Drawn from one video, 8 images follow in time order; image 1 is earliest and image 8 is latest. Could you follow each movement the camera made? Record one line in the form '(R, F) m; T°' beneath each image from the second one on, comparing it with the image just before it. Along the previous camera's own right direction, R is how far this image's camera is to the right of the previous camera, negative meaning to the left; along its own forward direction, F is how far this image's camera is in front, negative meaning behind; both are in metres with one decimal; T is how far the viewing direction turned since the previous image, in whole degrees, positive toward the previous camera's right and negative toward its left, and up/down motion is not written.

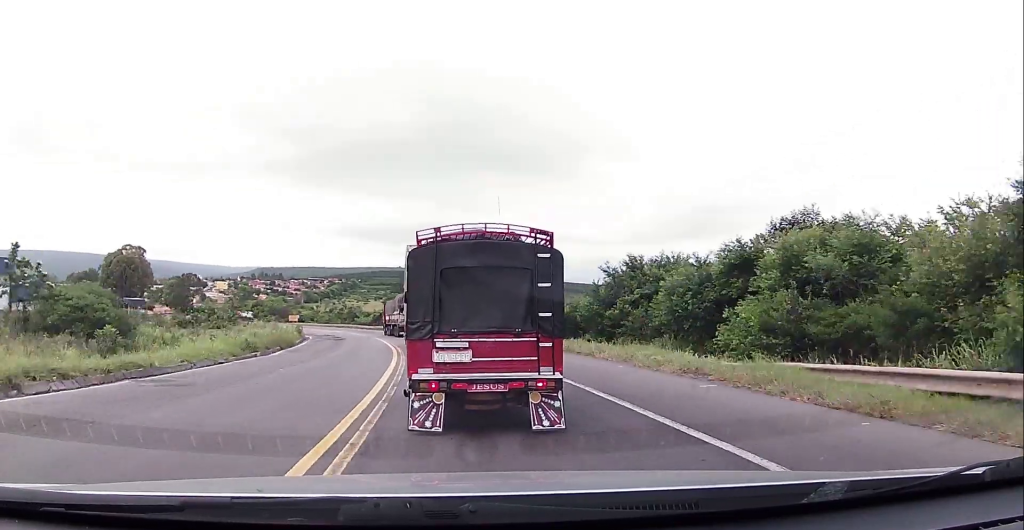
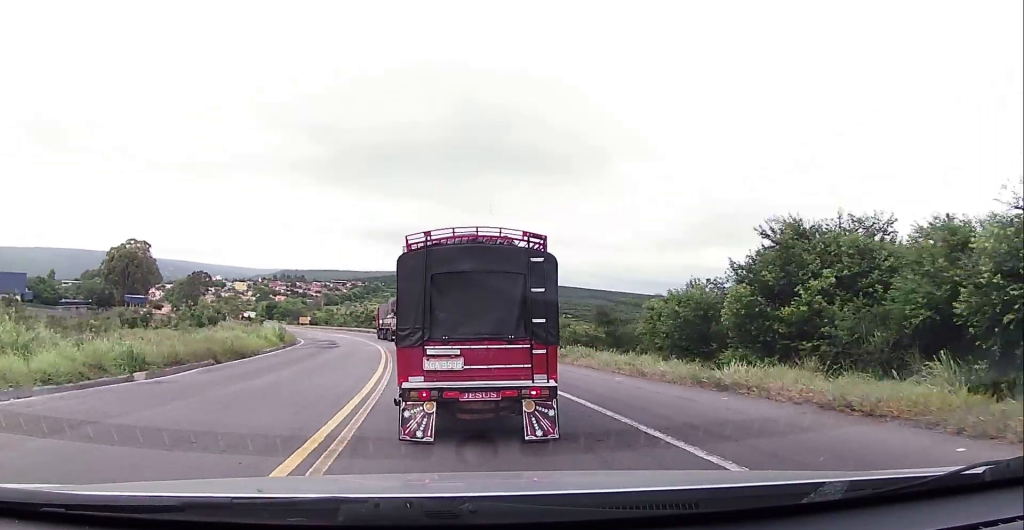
(0.0, +16.8) m; 0°
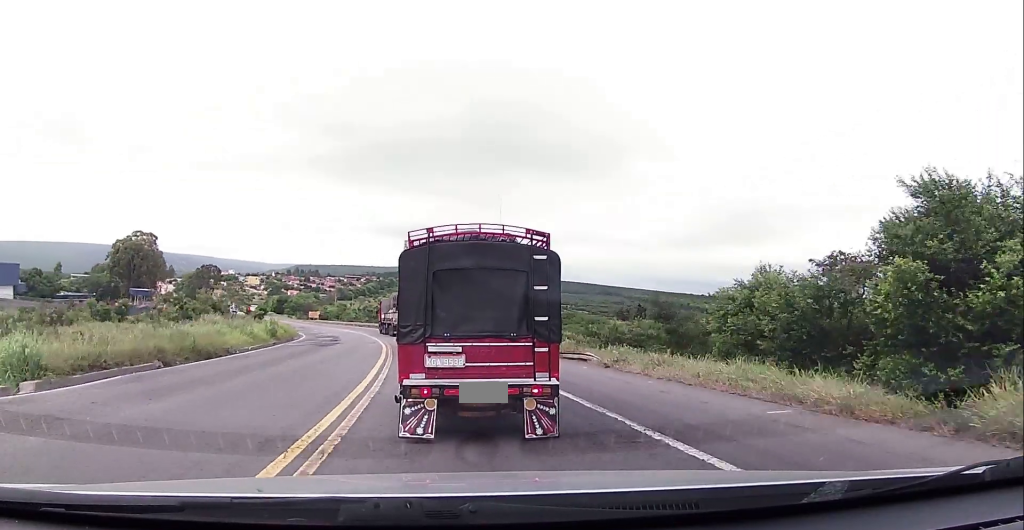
(+0.1, +6.9) m; -1°
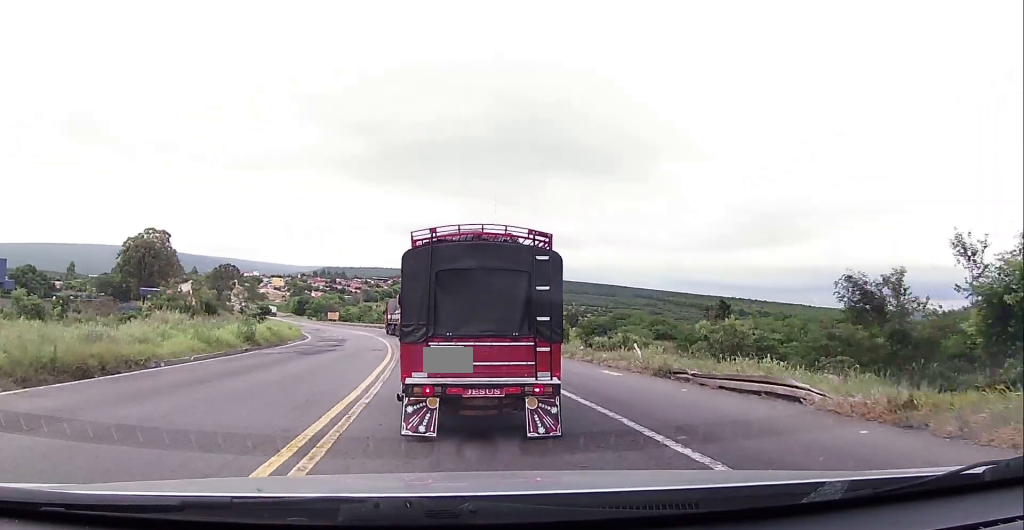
(-0.3, +11.9) m; -2°
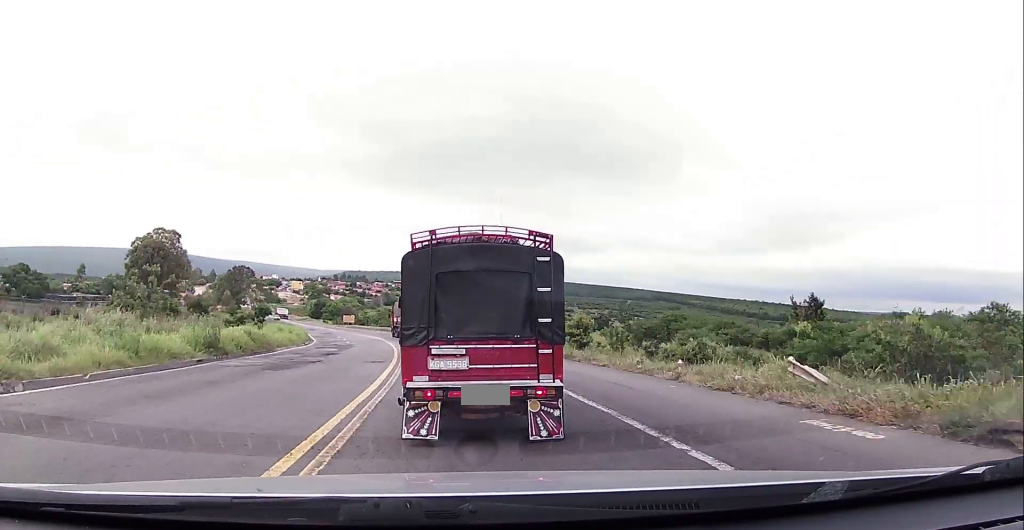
(-0.2, +9.2) m; -2°
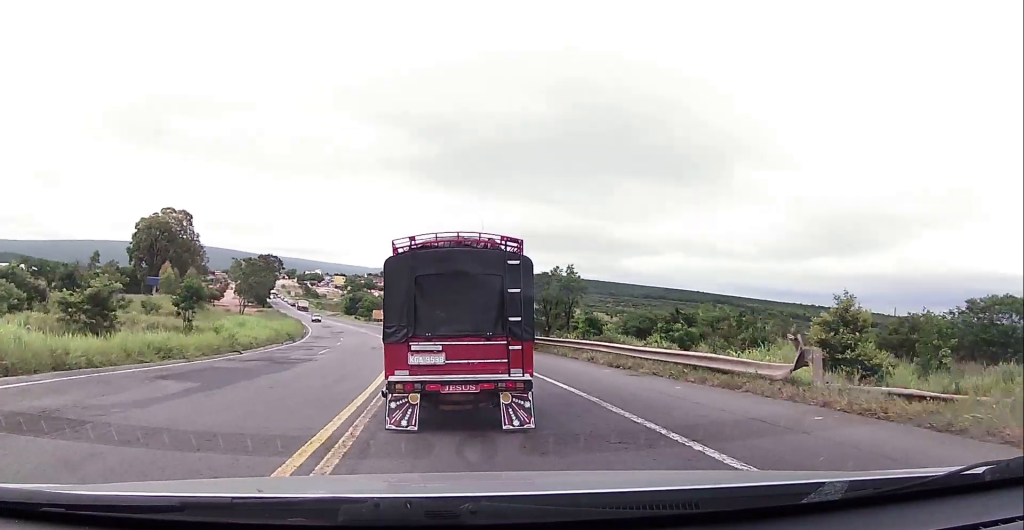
(-2.1, +30.3) m; -6°
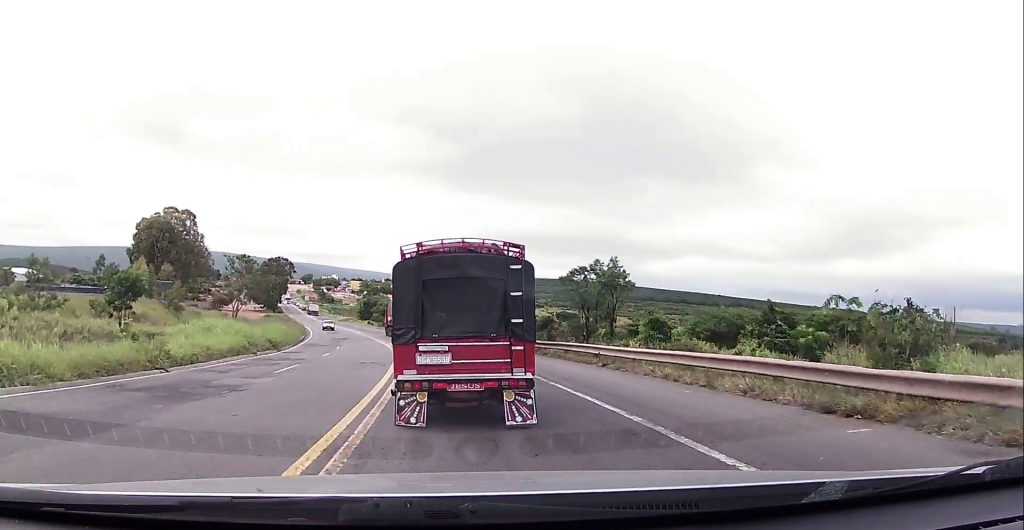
(+0.6, +10.2) m; -2°
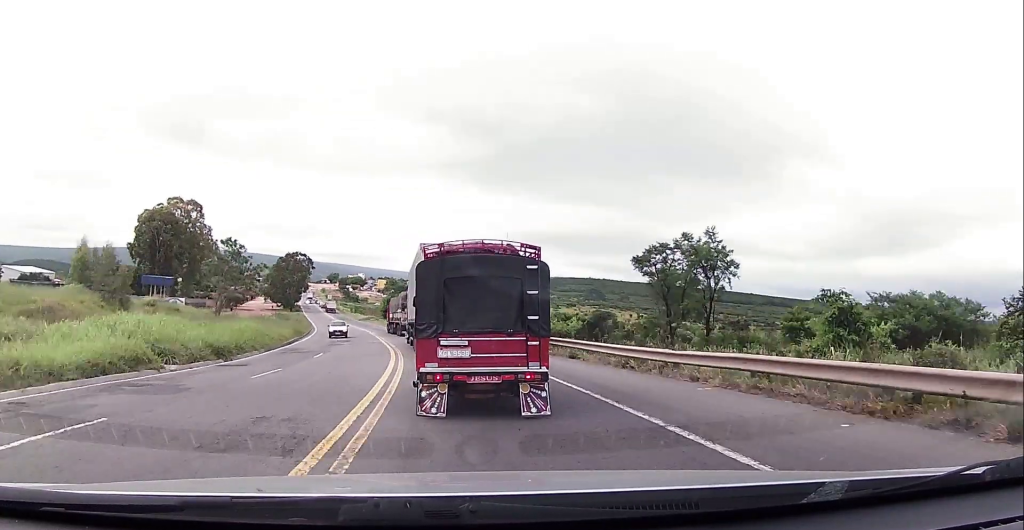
(-1.2, +14.7) m; -3°
